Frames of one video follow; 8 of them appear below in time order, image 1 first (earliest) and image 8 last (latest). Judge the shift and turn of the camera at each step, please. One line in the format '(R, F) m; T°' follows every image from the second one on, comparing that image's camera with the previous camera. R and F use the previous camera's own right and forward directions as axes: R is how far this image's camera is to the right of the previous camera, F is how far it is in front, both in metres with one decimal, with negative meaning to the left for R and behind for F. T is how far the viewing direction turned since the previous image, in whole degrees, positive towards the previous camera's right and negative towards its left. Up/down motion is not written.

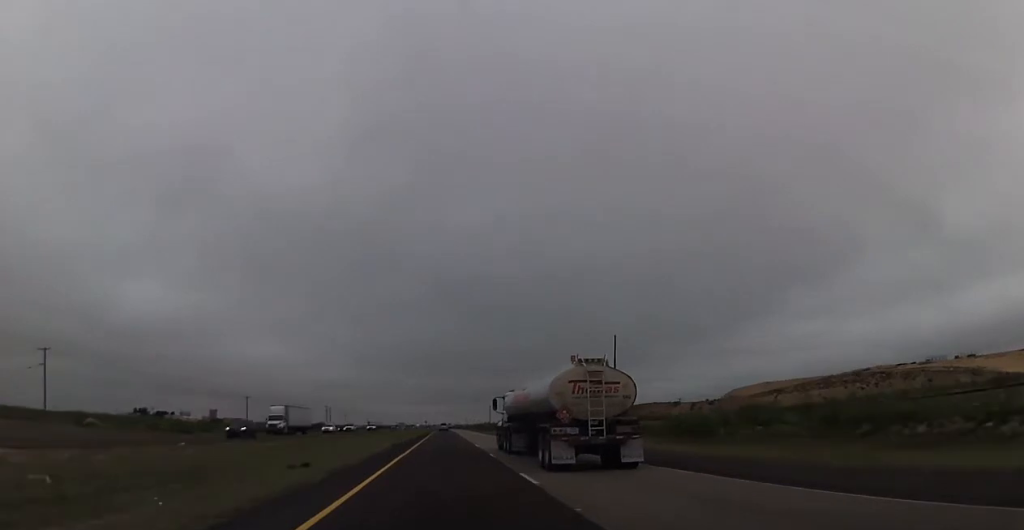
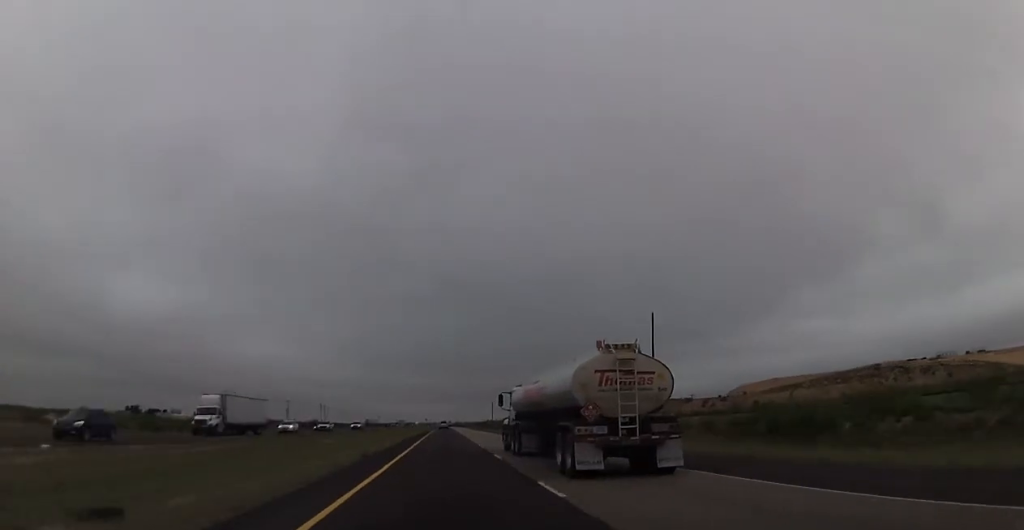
(-0.1, +15.4) m; 0°
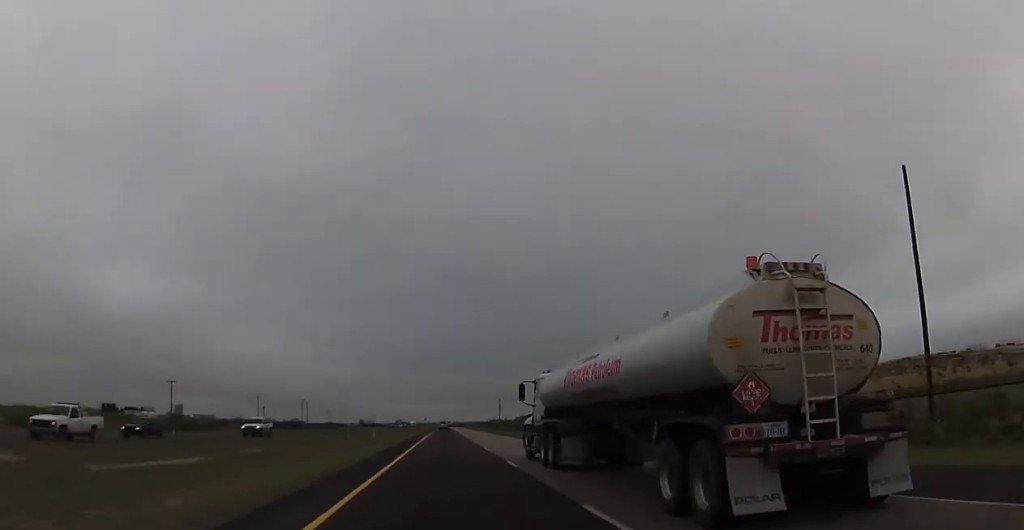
(+0.2, +41.3) m; 0°
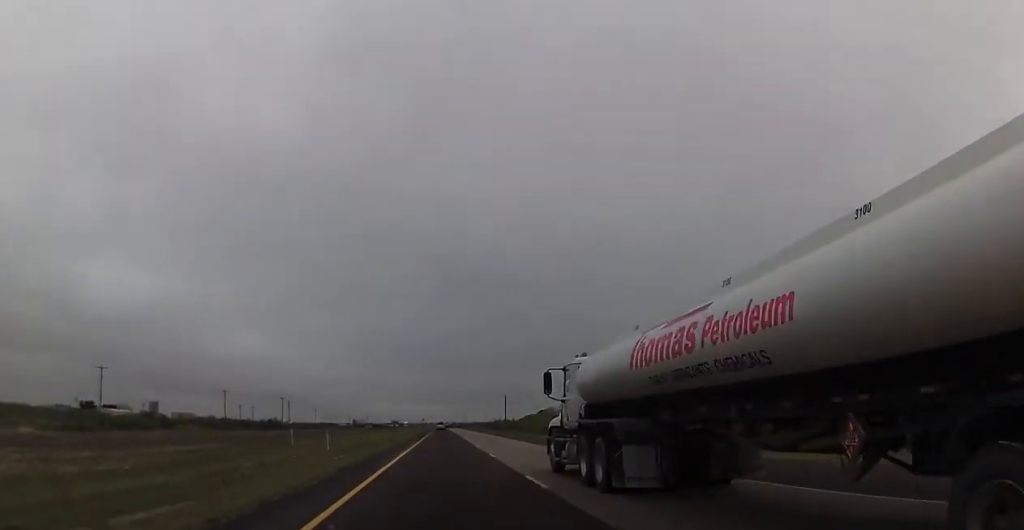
(-0.2, +30.8) m; 0°
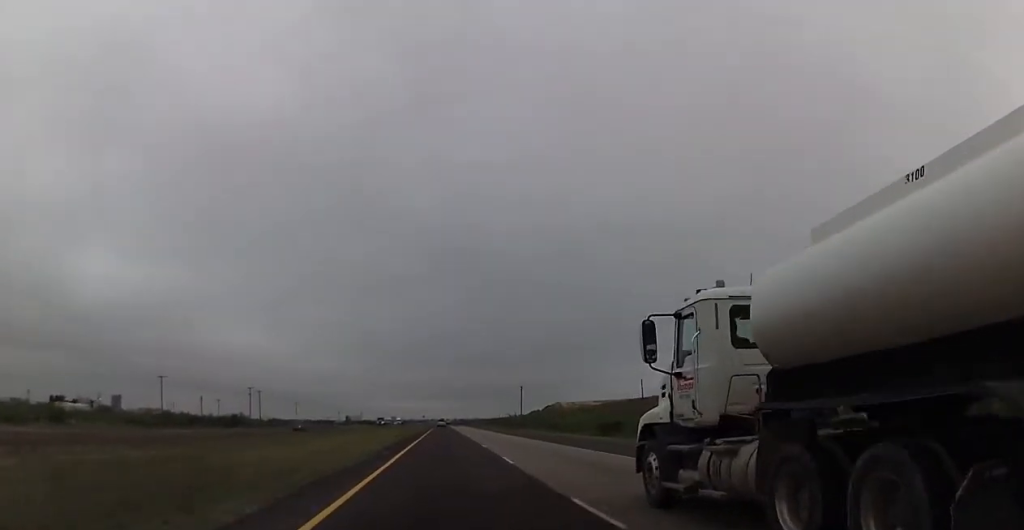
(+0.4, +42.7) m; +1°
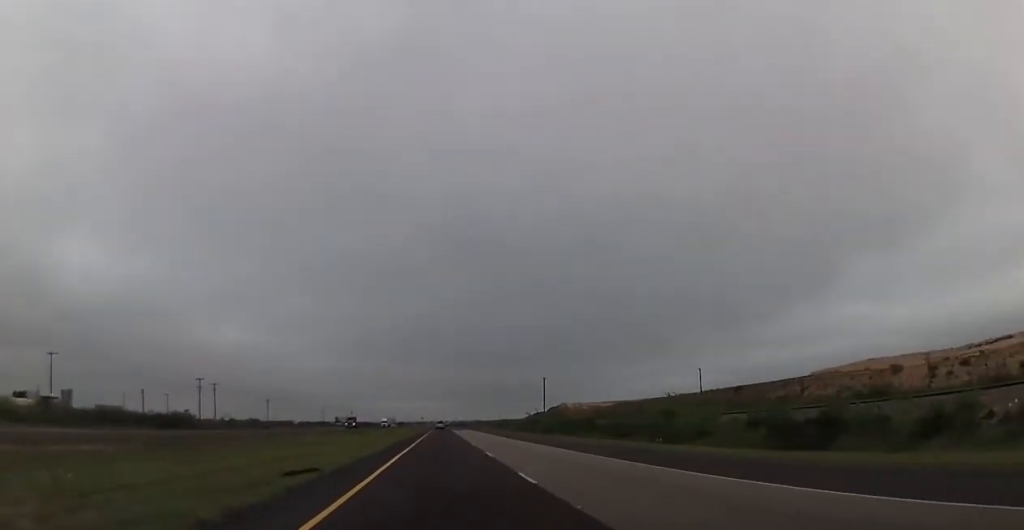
(-0.2, +42.7) m; 0°
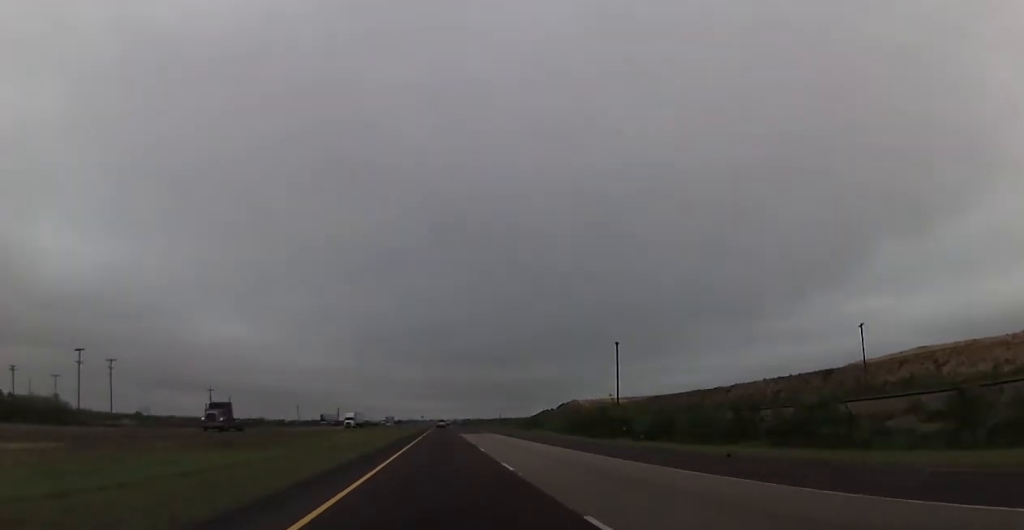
(+0.3, +57.8) m; 0°
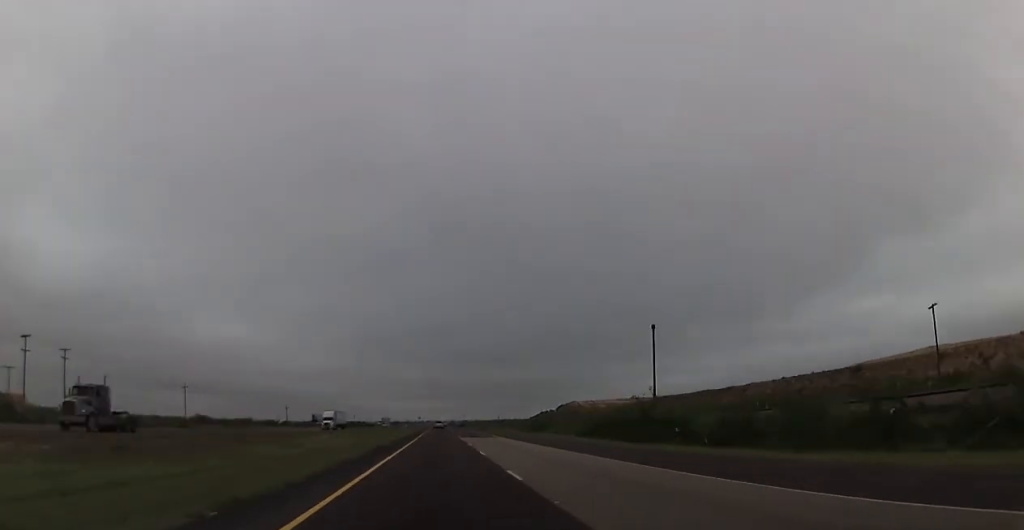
(-0.1, +15.3) m; 0°
